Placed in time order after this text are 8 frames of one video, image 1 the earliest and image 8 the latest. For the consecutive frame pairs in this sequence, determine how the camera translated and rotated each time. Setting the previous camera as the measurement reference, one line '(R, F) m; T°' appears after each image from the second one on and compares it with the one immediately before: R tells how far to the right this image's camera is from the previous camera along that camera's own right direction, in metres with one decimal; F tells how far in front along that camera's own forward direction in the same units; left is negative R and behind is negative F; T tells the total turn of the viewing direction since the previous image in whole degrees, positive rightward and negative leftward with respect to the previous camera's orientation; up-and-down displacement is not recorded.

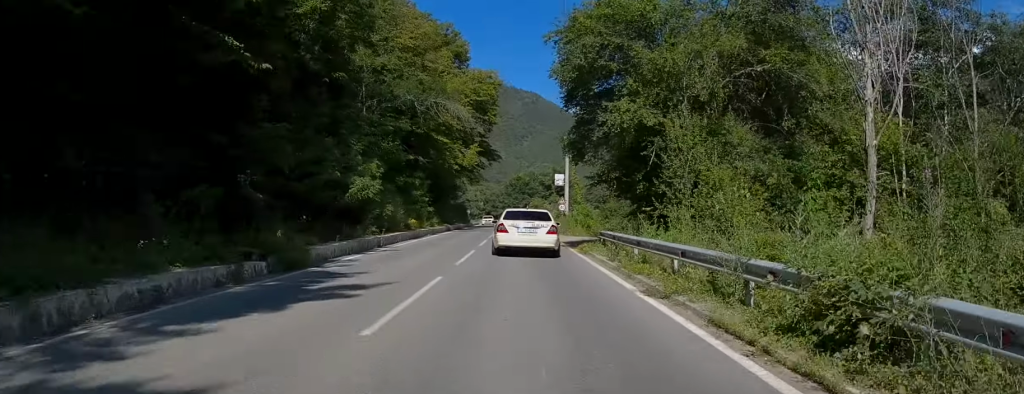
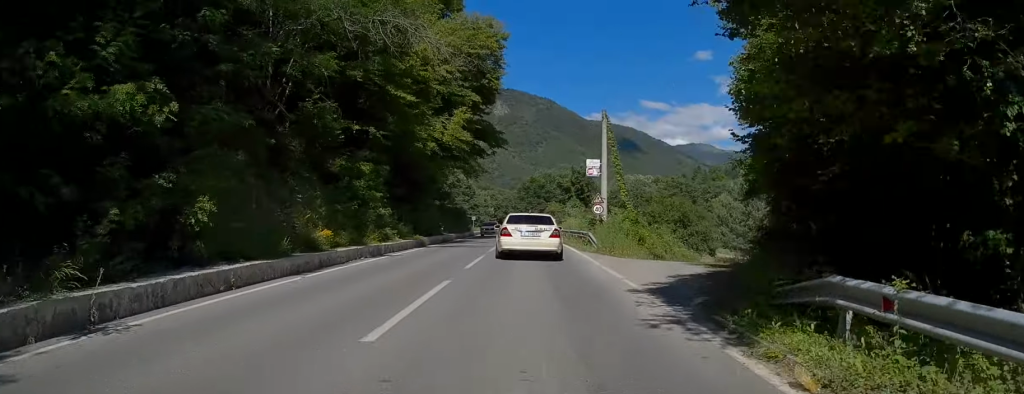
(-0.1, +18.1) m; 0°
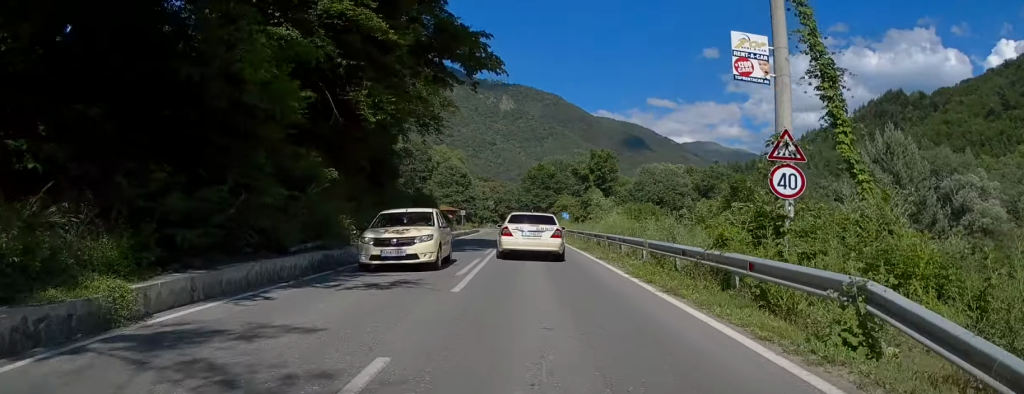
(+0.1, +24.6) m; 0°
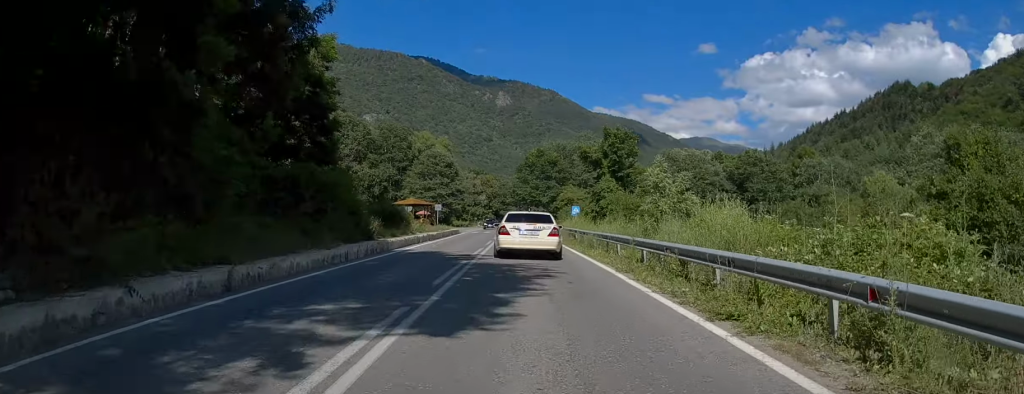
(-0.4, +19.9) m; -2°
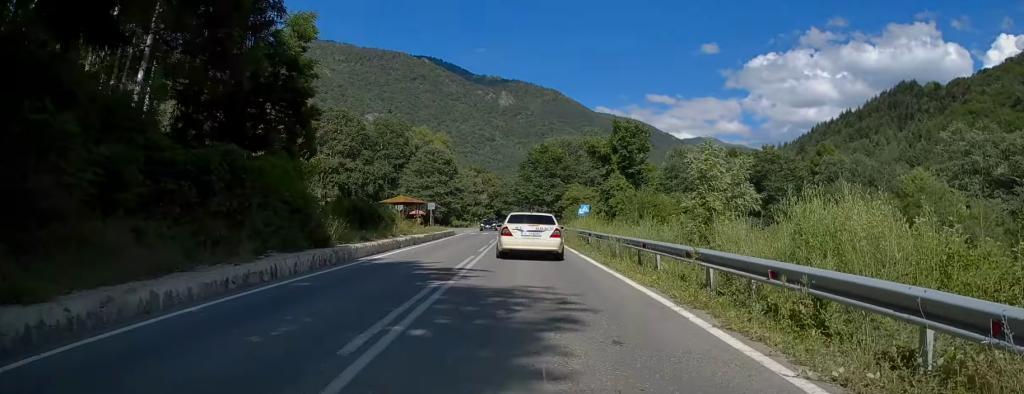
(-0.1, +5.8) m; 0°
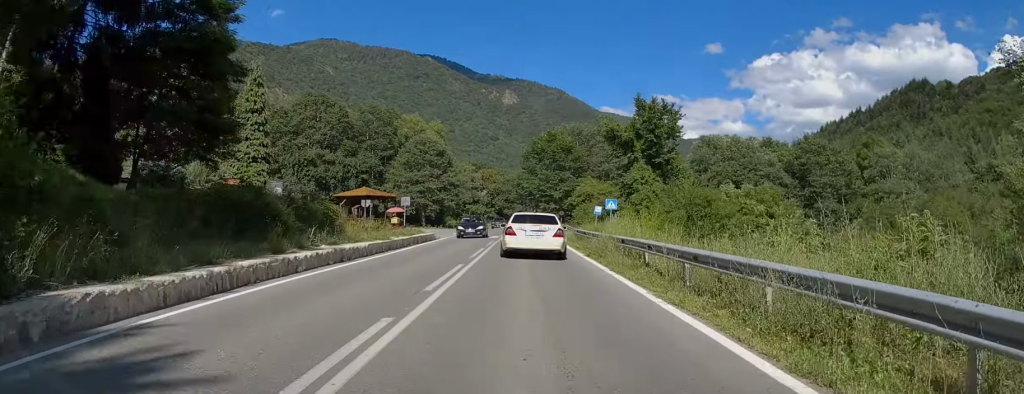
(+0.2, +12.7) m; +1°
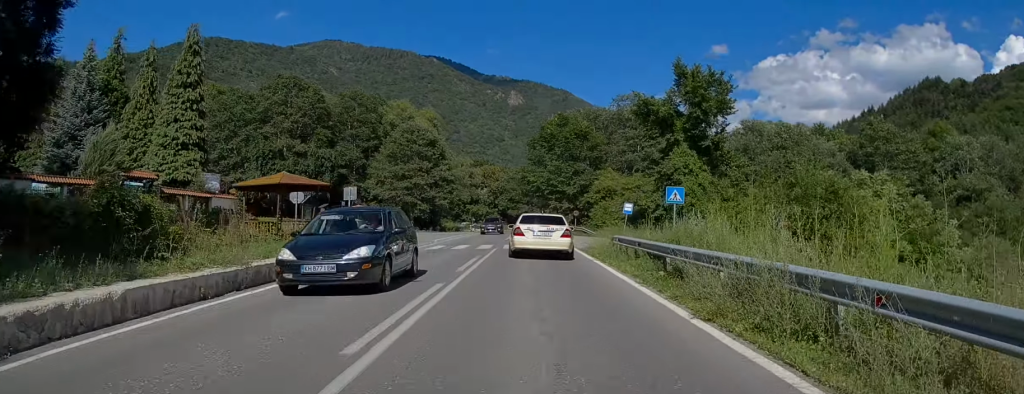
(+0.1, +13.7) m; -1°
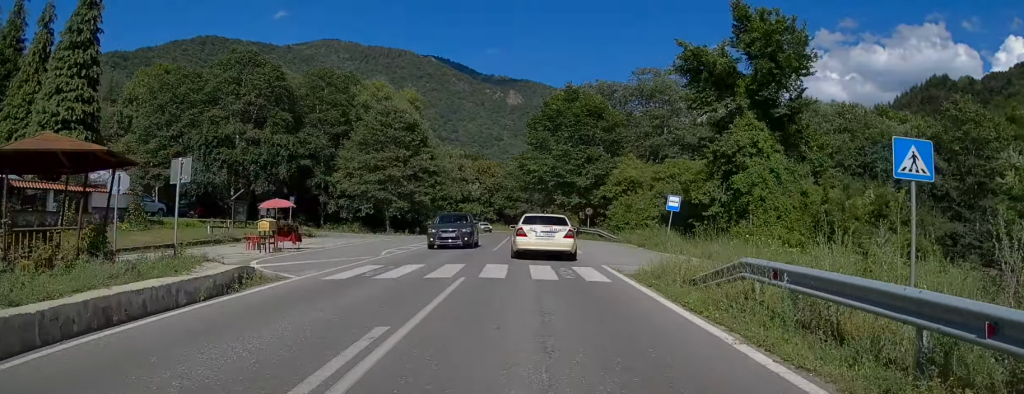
(-0.3, +13.3) m; 0°
